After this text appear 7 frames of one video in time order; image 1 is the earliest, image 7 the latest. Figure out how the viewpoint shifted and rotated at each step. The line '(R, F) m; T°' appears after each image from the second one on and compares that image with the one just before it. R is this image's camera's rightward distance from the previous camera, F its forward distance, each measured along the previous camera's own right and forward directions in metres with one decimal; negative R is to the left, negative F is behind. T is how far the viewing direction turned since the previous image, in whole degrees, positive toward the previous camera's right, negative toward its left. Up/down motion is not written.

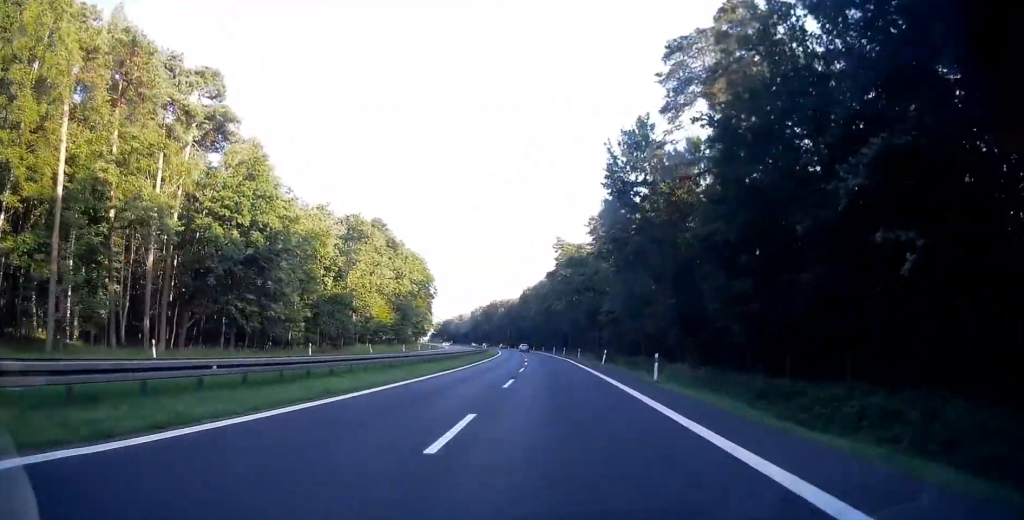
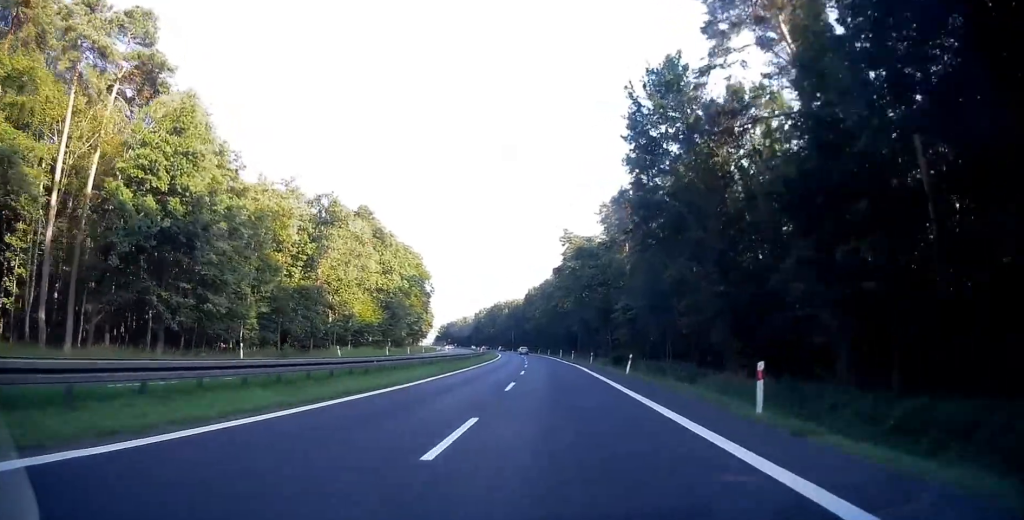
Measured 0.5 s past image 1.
(-0.1, +12.0) m; -1°
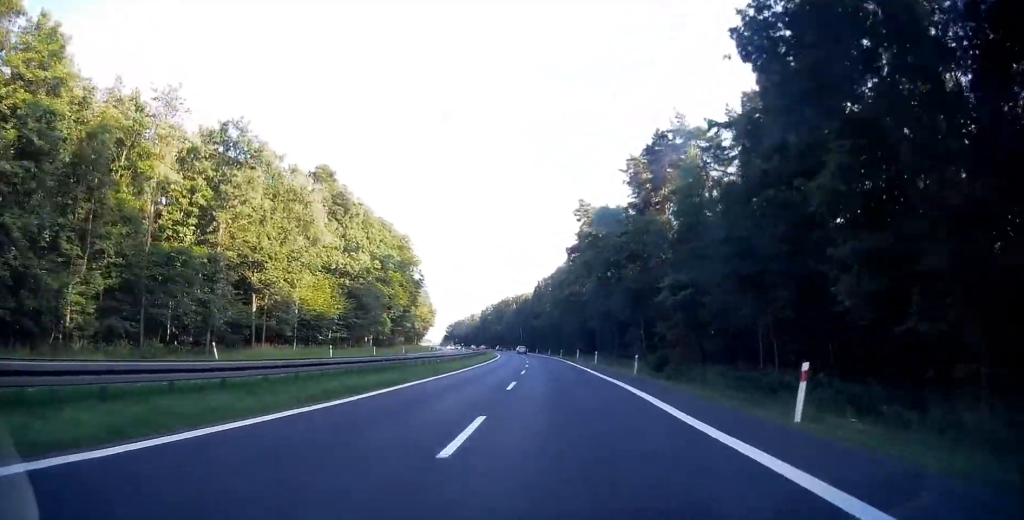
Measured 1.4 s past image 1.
(0.0, +23.1) m; -1°
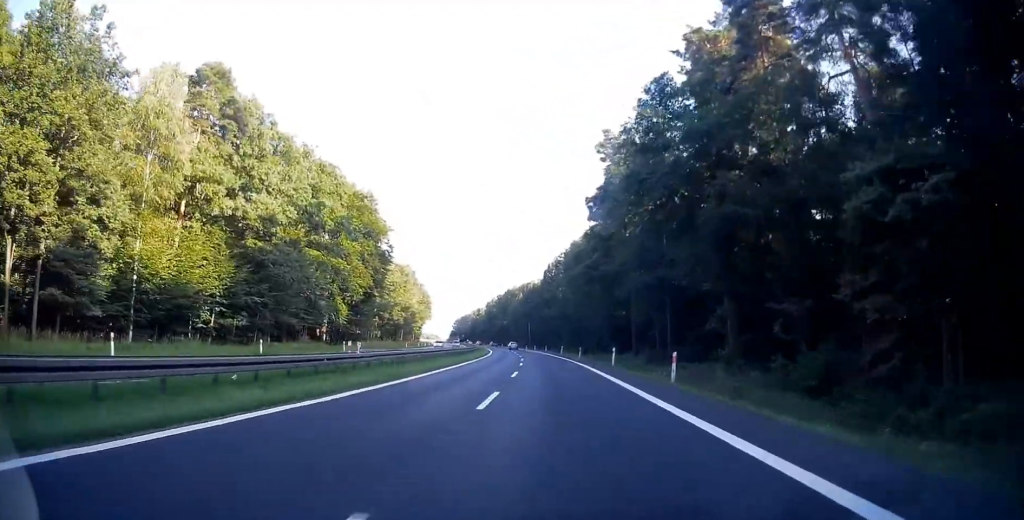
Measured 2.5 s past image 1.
(-0.5, +30.0) m; -2°
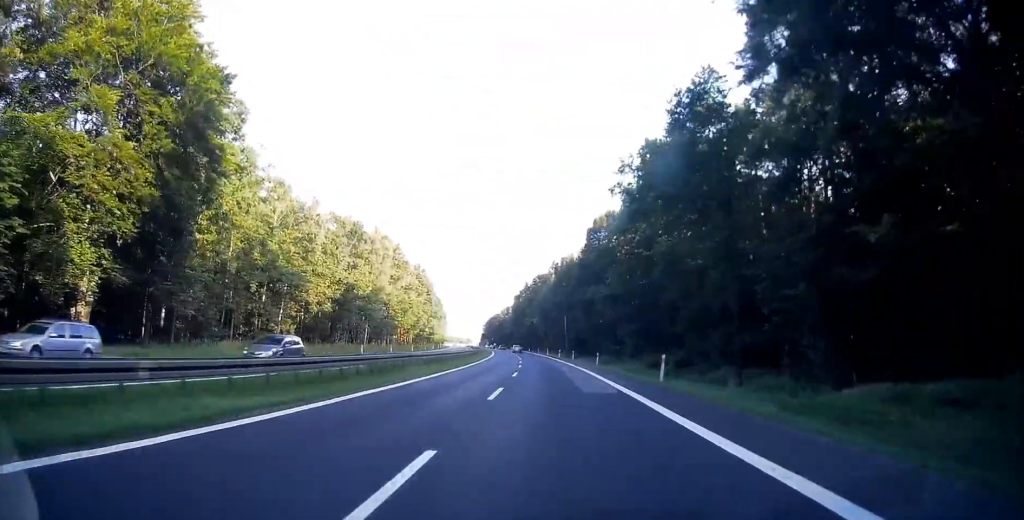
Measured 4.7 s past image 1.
(-1.2, +55.3) m; -3°
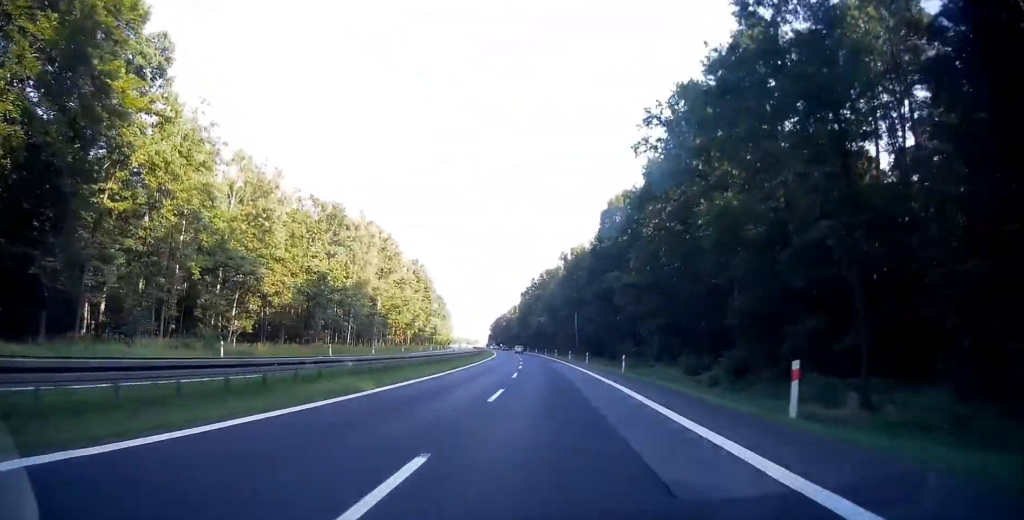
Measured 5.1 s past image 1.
(-0.2, +12.2) m; -1°
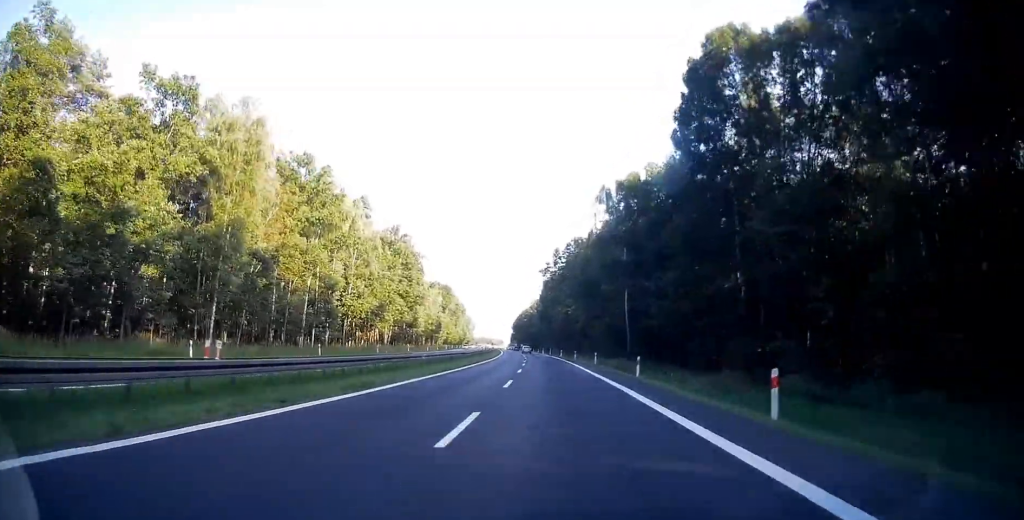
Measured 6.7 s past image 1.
(-0.4, +42.5) m; -1°
